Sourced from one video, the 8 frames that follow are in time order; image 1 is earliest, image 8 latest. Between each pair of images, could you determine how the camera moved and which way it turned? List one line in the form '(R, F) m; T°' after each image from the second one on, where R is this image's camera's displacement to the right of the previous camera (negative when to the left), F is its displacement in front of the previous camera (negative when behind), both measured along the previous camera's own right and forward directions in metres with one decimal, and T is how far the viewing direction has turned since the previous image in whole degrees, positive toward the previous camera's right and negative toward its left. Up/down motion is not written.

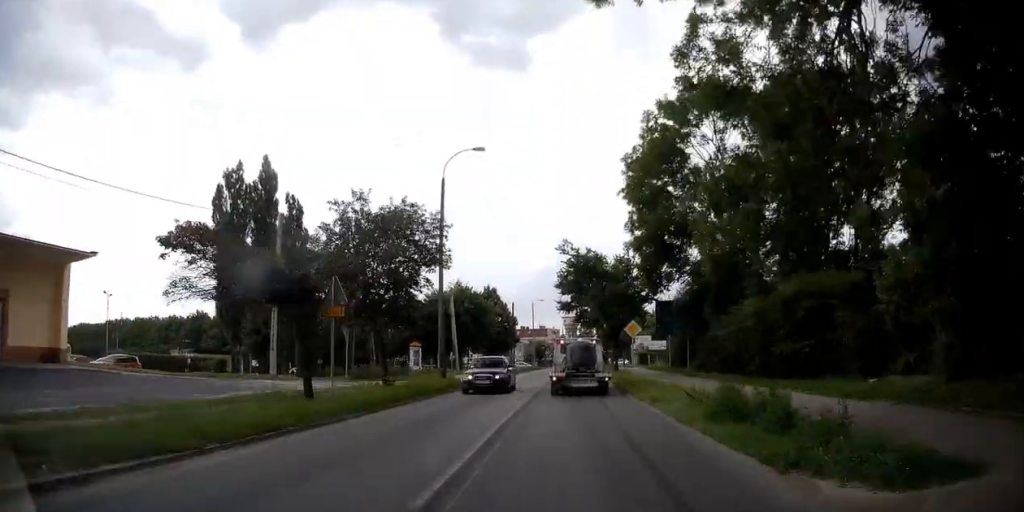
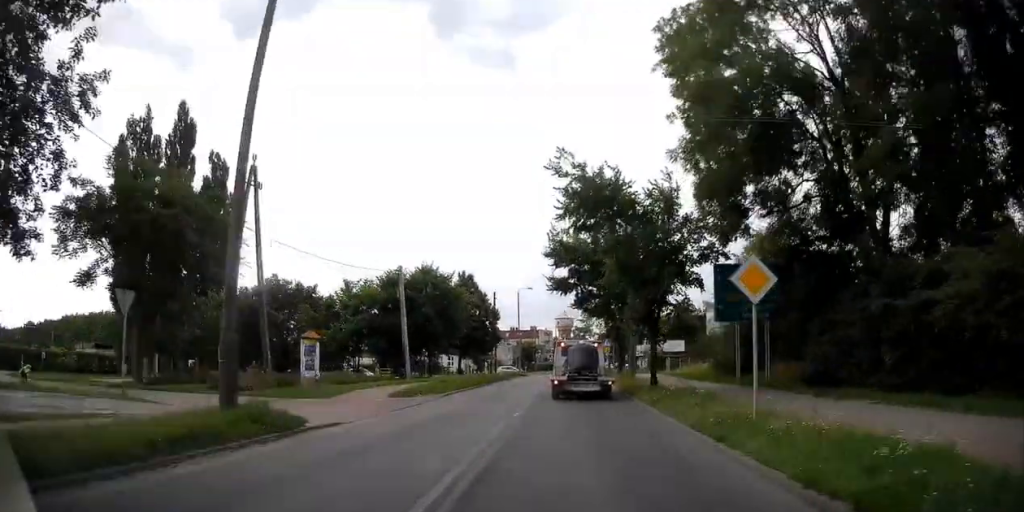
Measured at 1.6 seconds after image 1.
(+0.1, +18.3) m; 0°
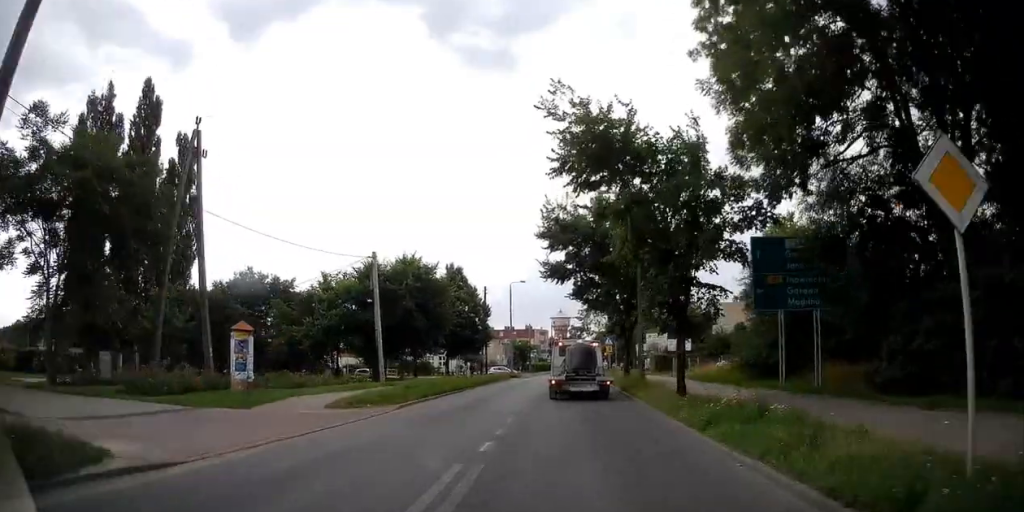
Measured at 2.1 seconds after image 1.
(-0.1, +5.6) m; 0°
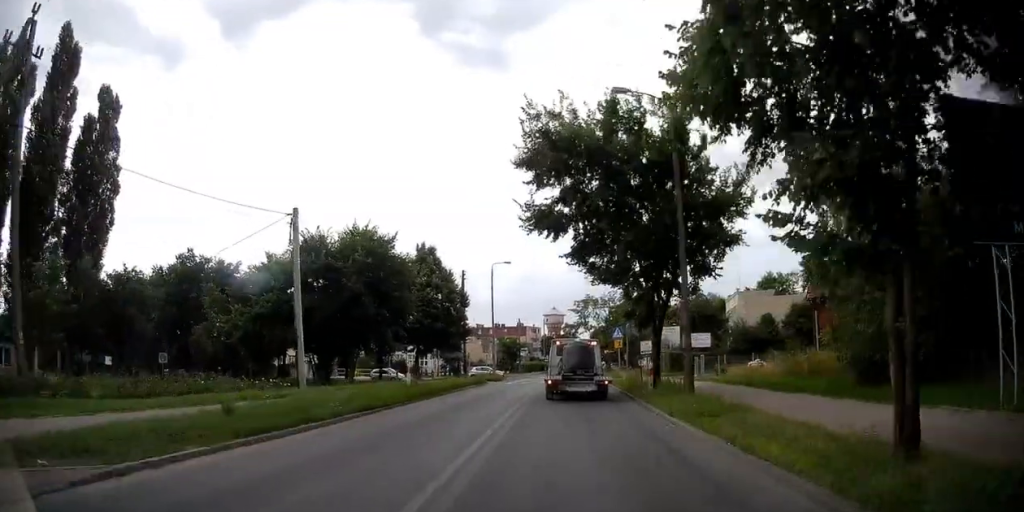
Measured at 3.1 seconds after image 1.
(-0.1, +11.5) m; 0°
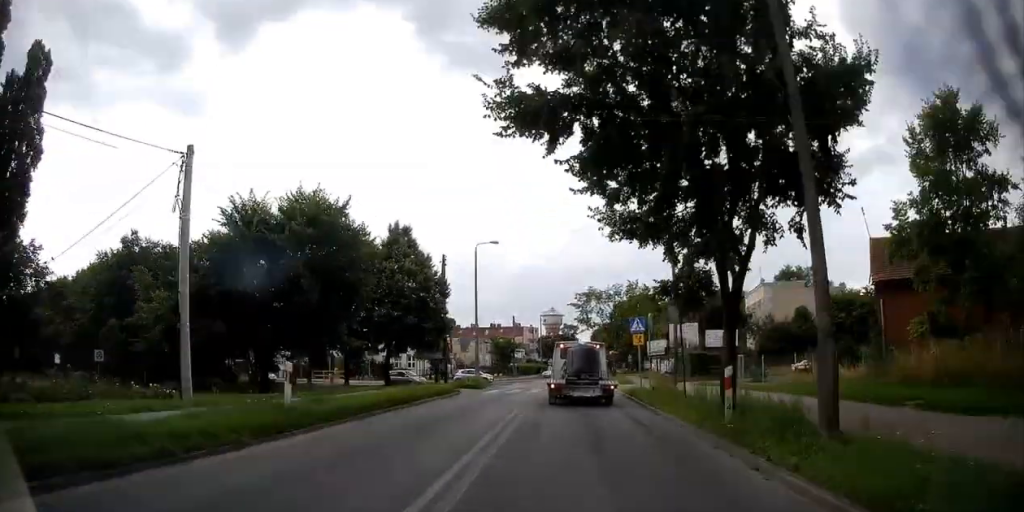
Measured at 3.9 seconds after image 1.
(+0.1, +8.6) m; +1°
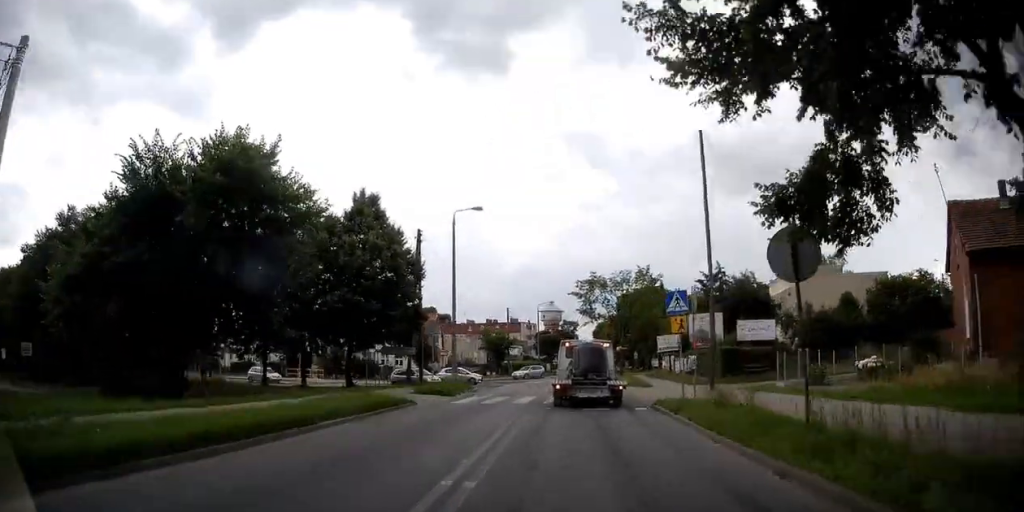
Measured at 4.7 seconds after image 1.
(+0.2, +8.4) m; +1°
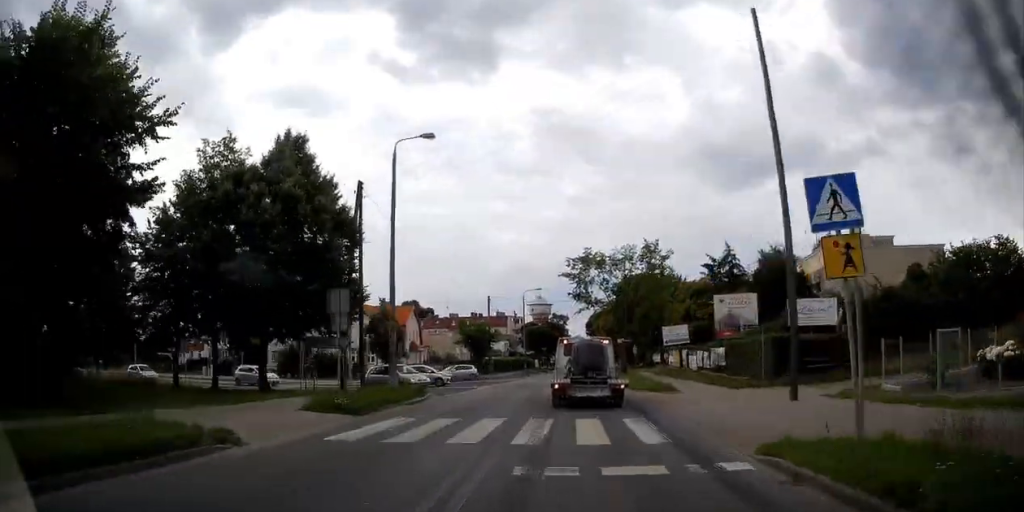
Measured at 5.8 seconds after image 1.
(0.0, +10.7) m; +1°
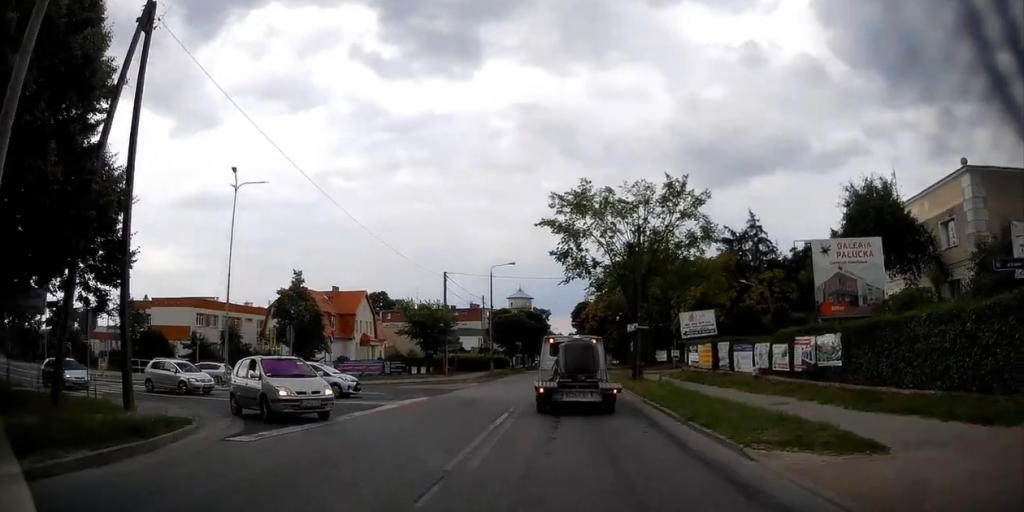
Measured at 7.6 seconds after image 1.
(+0.4, +17.2) m; +2°
